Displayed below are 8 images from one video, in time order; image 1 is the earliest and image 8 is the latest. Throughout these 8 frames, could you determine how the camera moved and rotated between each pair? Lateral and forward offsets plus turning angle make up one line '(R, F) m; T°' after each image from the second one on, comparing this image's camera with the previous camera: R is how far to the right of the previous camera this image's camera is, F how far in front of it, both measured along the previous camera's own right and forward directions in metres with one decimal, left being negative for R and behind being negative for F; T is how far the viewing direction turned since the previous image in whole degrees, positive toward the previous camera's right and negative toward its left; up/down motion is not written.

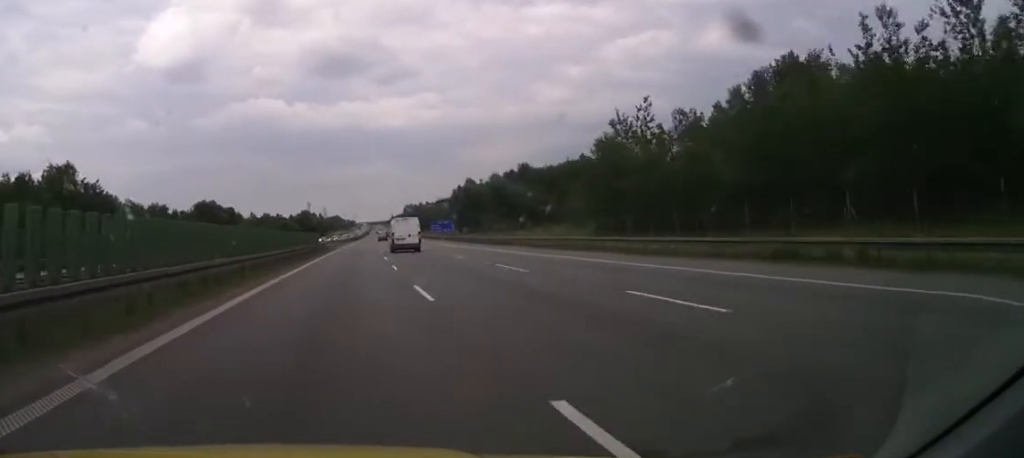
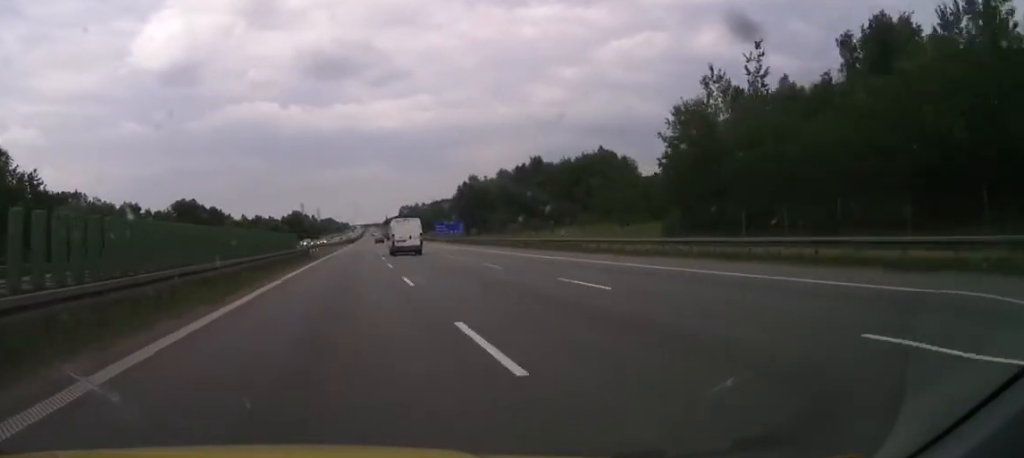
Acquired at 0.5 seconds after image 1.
(0.0, +19.0) m; 0°
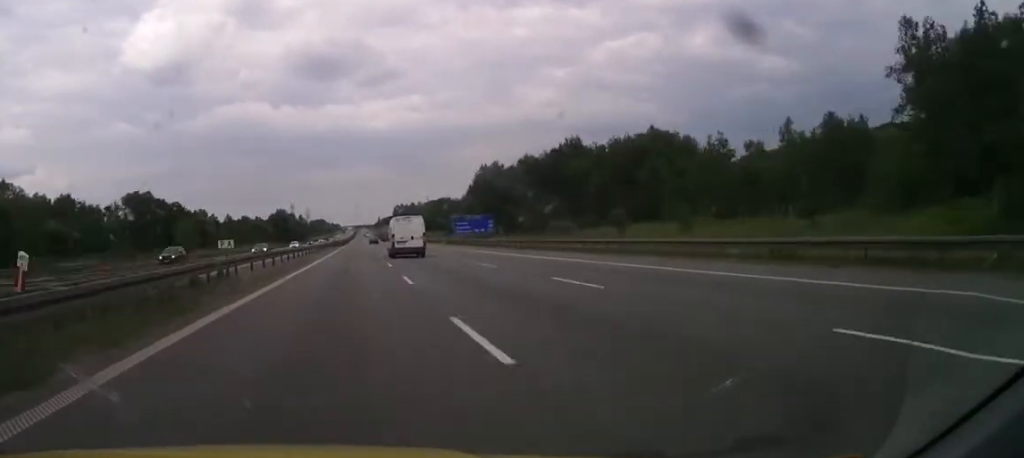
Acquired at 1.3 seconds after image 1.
(0.0, +35.3) m; 0°
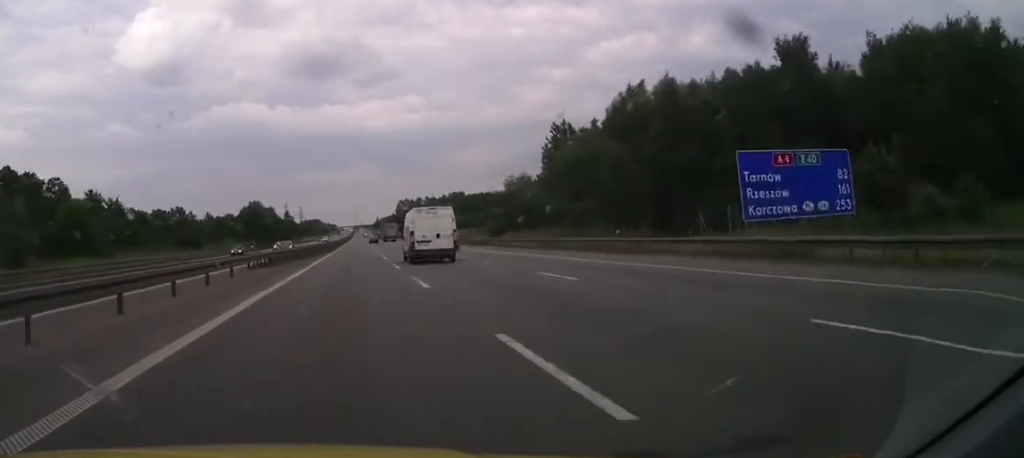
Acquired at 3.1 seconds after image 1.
(+0.1, +73.2) m; +1°
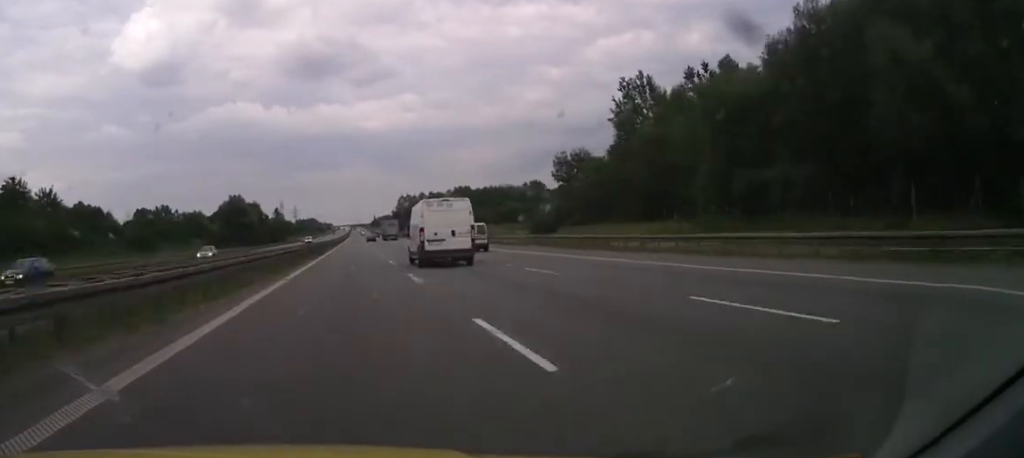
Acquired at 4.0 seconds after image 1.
(+0.6, +33.9) m; +2°
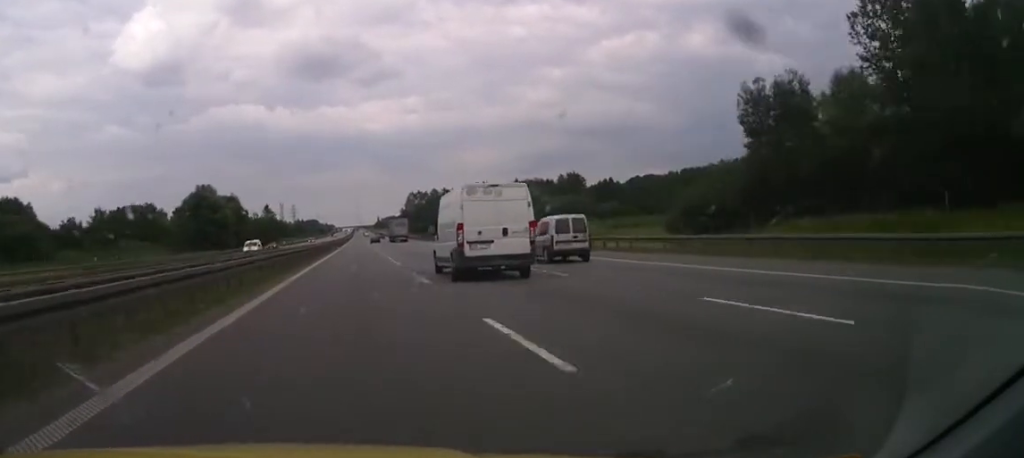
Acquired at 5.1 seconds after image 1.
(+0.8, +47.6) m; +1°
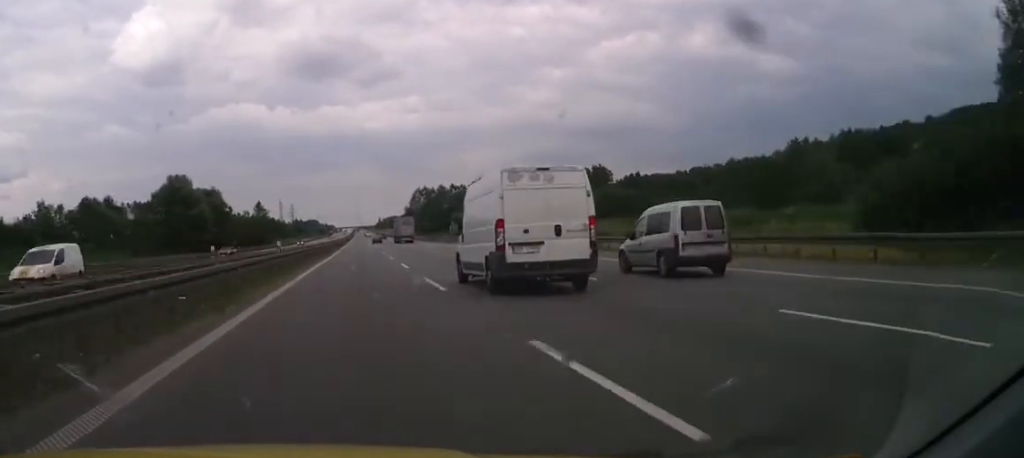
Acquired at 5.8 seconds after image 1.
(0.0, +25.9) m; 0°
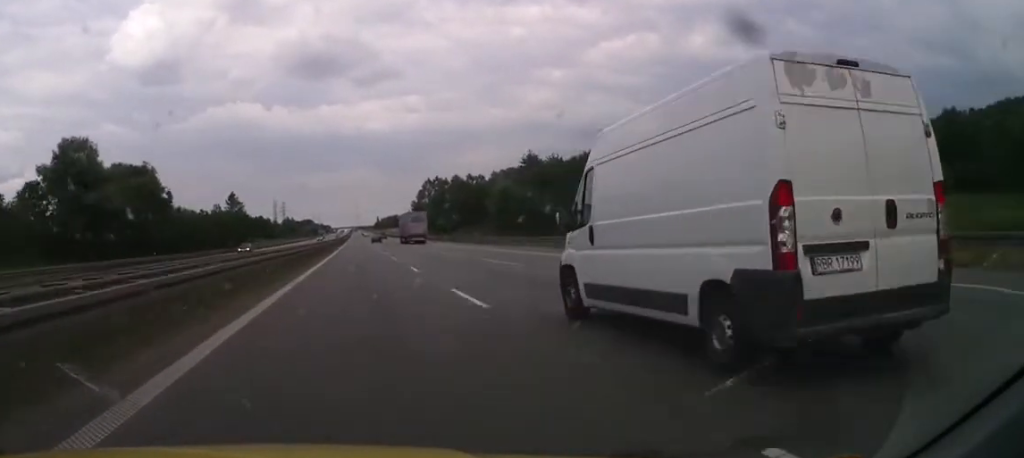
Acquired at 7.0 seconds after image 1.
(-0.4, +52.0) m; 0°
